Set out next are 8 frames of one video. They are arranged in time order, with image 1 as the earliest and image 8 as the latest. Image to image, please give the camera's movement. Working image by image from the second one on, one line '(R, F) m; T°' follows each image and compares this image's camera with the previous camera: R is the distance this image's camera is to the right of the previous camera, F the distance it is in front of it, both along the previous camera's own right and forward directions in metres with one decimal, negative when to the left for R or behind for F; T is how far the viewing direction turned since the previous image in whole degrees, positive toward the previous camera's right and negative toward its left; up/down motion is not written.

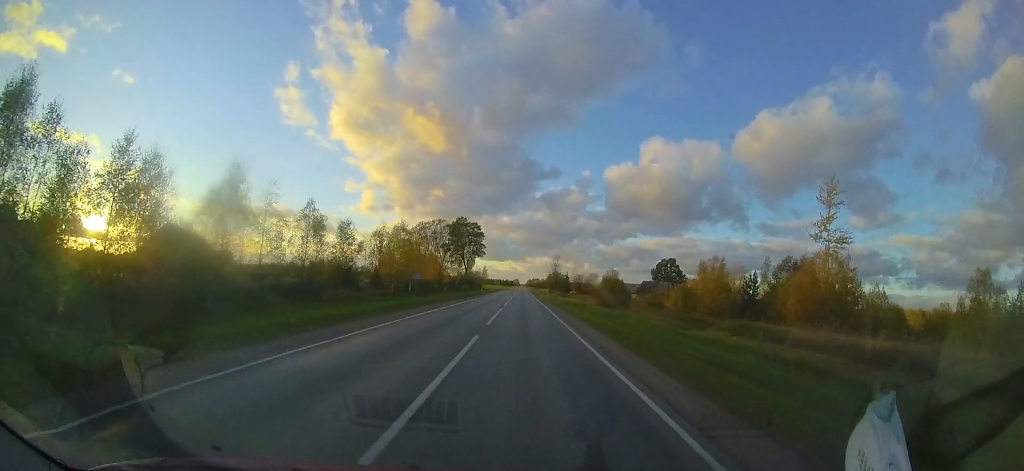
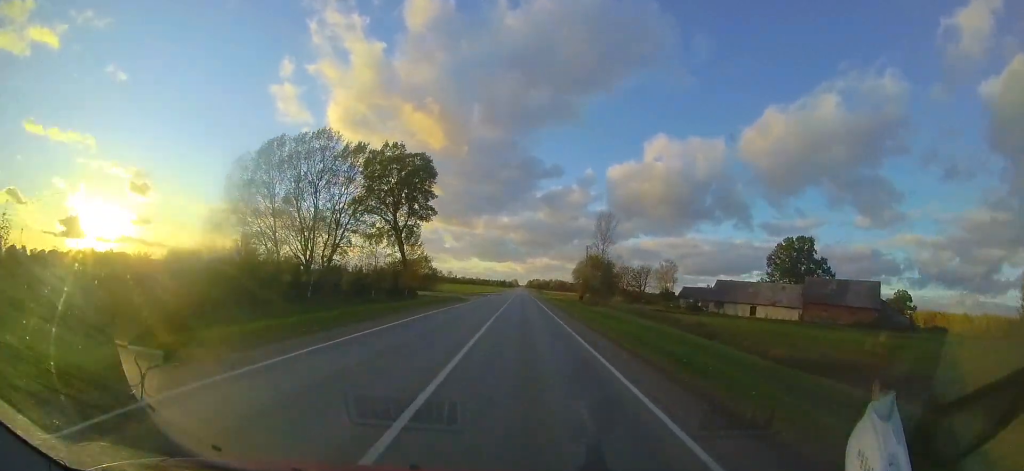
(-1.2, +68.3) m; -1°
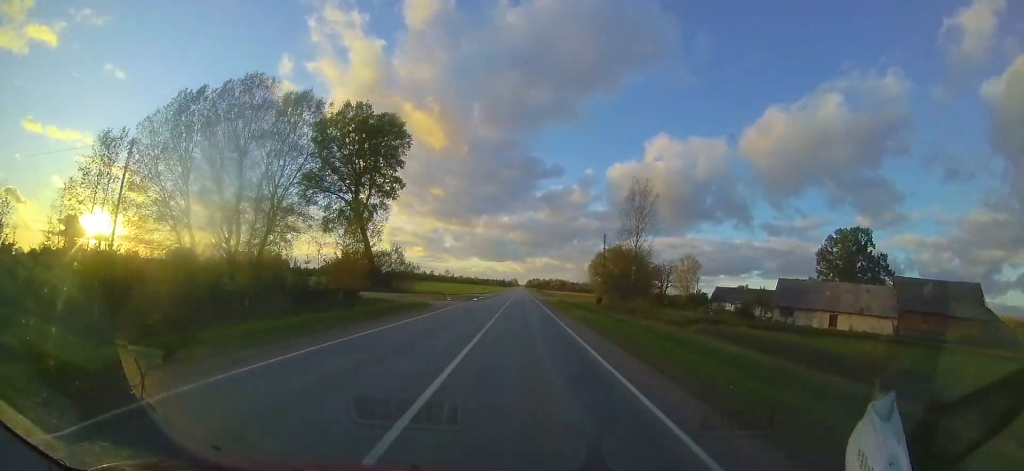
(-0.1, +14.8) m; 0°
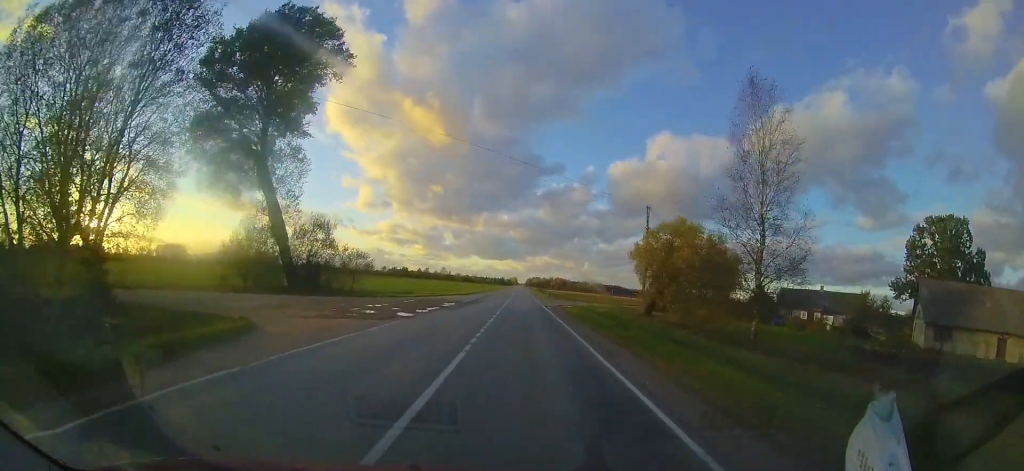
(+0.1, +18.4) m; 0°
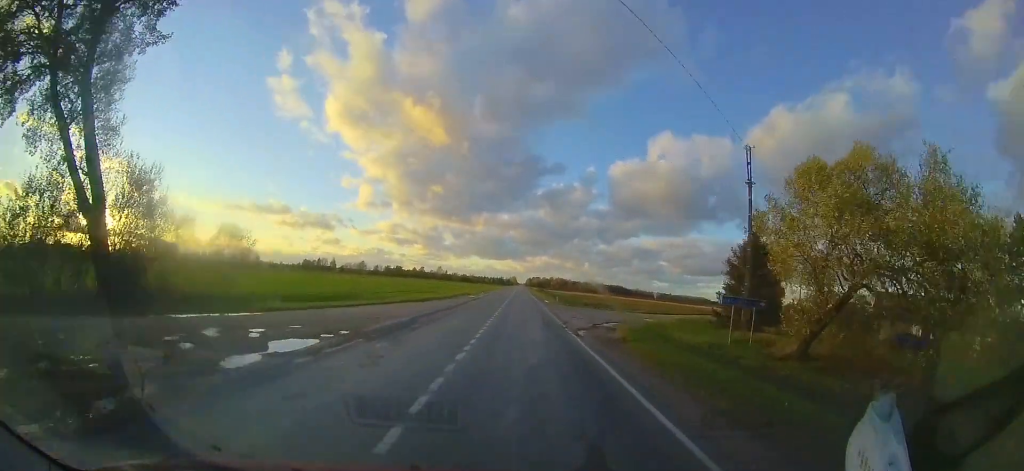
(0.0, +16.4) m; 0°
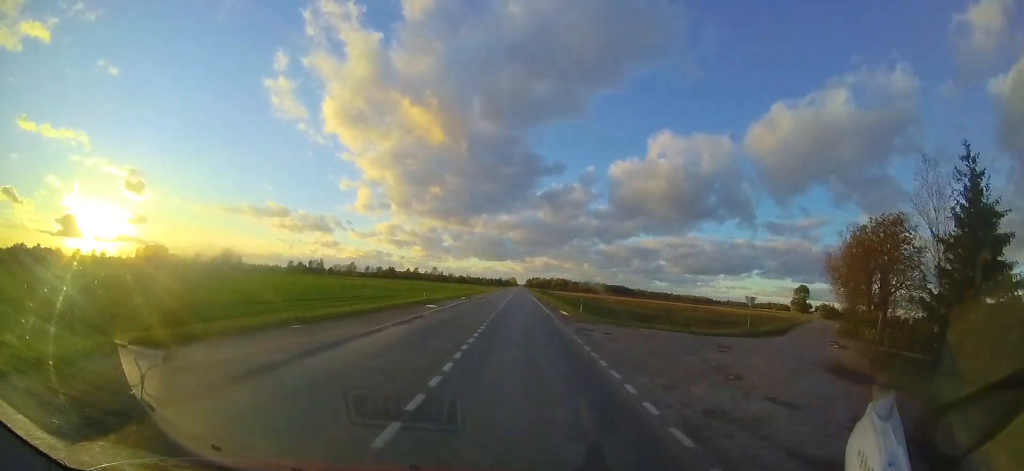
(-0.1, +17.9) m; -1°
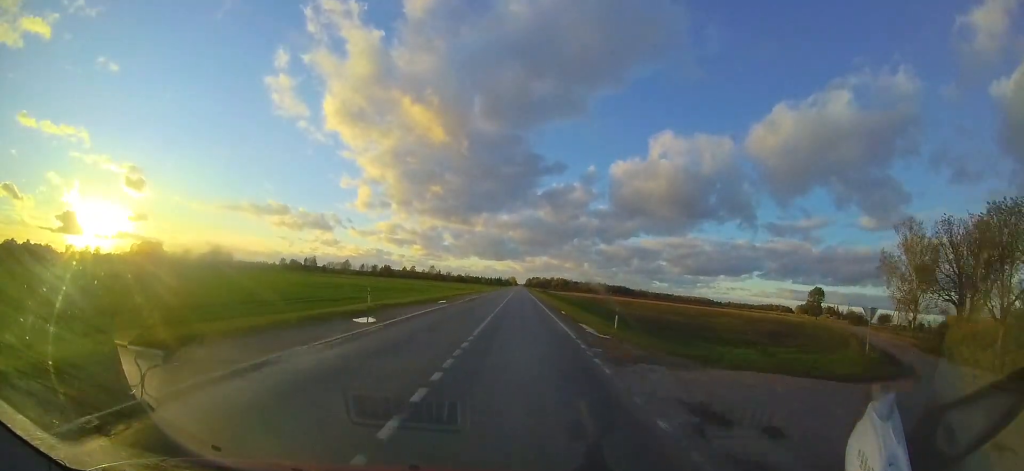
(-0.1, +9.5) m; 0°
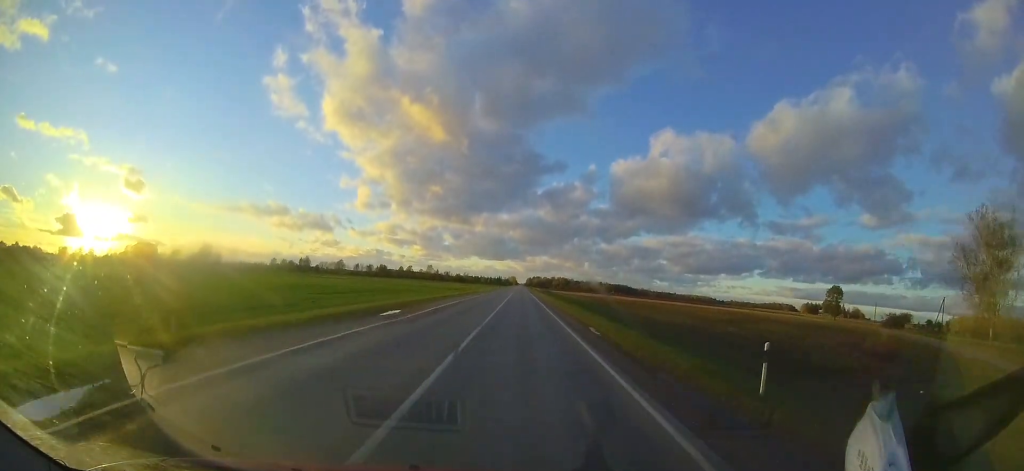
(-0.2, +9.9) m; 0°
